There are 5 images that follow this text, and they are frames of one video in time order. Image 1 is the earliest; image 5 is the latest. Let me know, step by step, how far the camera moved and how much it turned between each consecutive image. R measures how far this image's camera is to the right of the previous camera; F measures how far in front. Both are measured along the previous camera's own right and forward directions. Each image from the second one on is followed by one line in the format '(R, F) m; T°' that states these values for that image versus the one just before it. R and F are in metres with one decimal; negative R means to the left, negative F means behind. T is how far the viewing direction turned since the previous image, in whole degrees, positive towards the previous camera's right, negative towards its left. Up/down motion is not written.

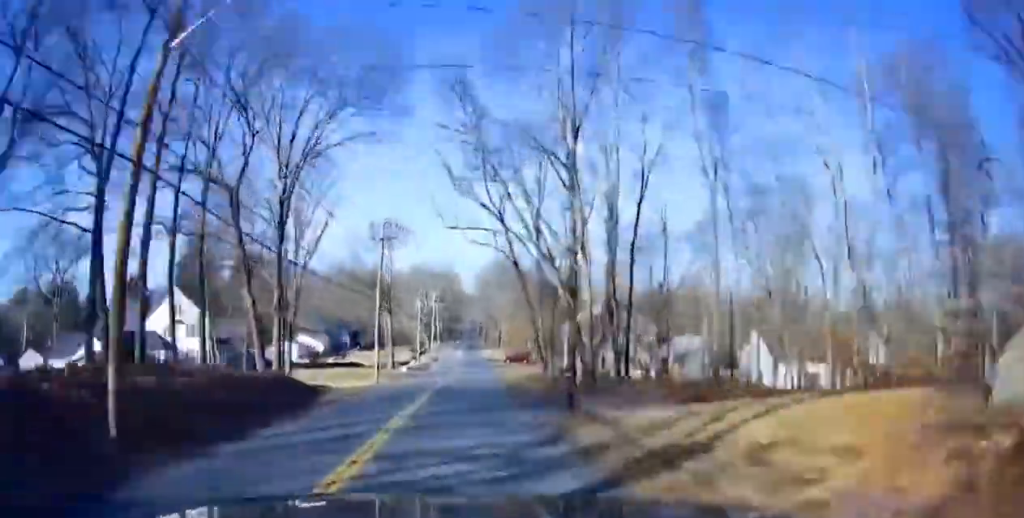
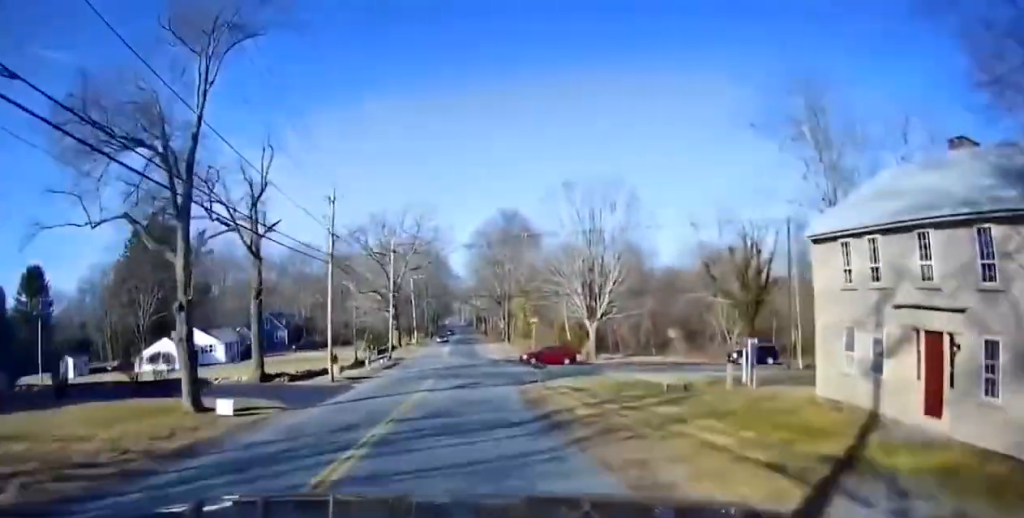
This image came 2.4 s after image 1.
(+1.1, +47.0) m; +2°
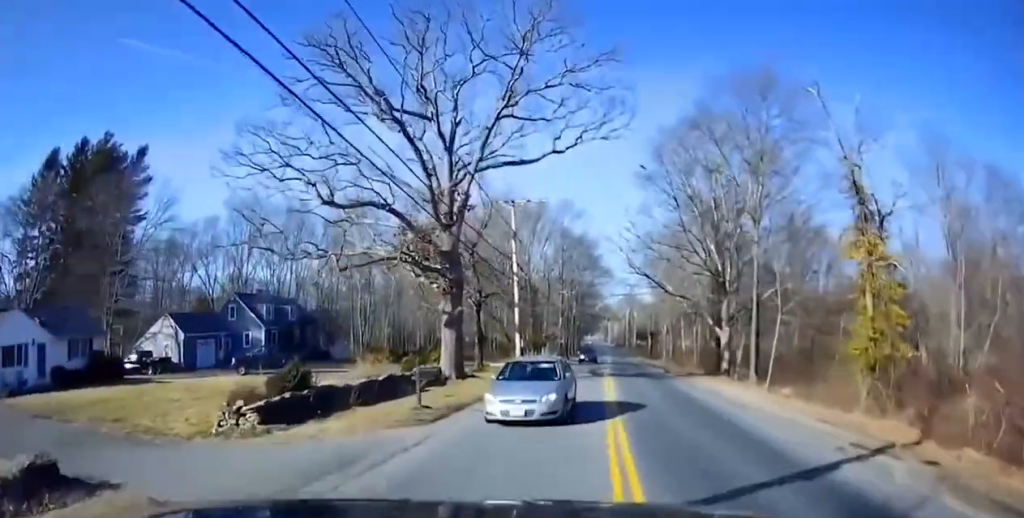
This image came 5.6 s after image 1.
(-0.7, +63.1) m; -5°
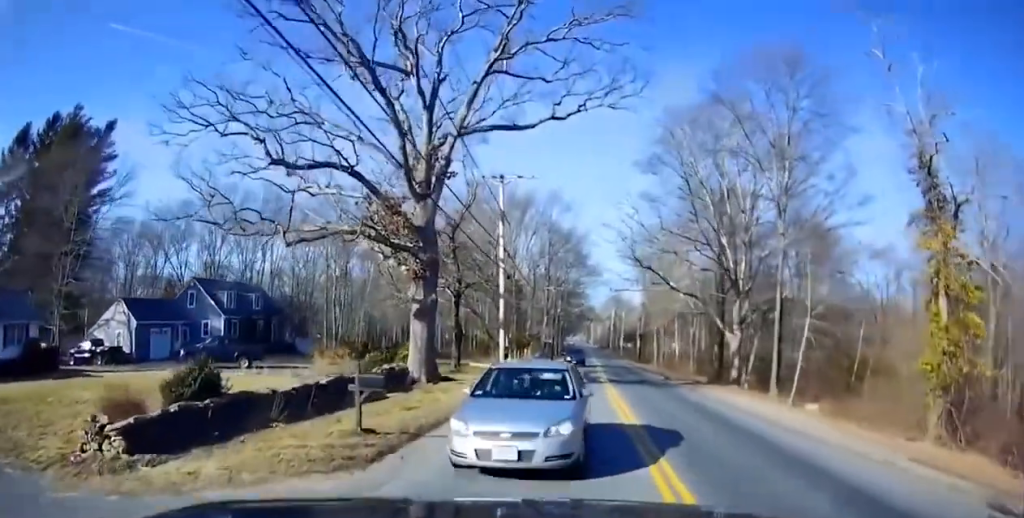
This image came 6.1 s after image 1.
(-0.4, +6.3) m; -3°
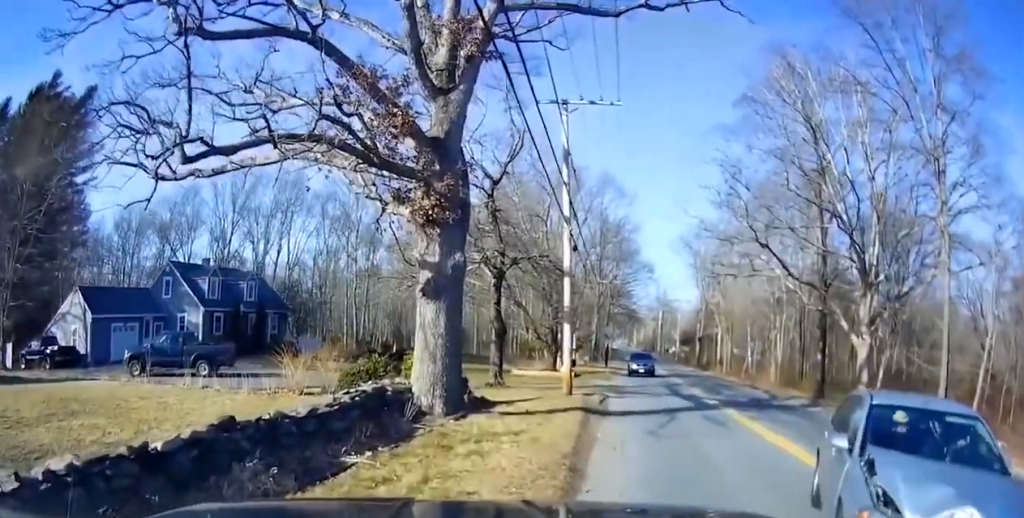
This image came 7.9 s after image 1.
(-1.8, +17.9) m; -14°
